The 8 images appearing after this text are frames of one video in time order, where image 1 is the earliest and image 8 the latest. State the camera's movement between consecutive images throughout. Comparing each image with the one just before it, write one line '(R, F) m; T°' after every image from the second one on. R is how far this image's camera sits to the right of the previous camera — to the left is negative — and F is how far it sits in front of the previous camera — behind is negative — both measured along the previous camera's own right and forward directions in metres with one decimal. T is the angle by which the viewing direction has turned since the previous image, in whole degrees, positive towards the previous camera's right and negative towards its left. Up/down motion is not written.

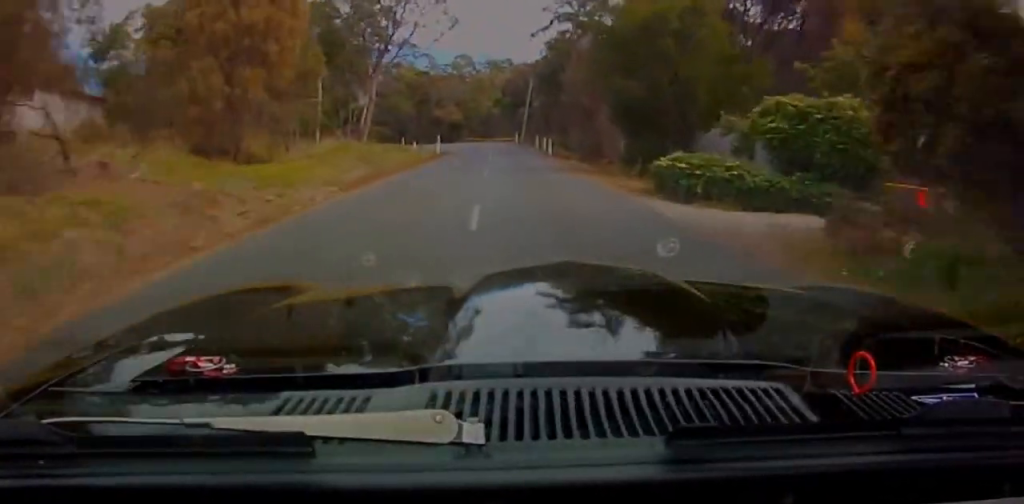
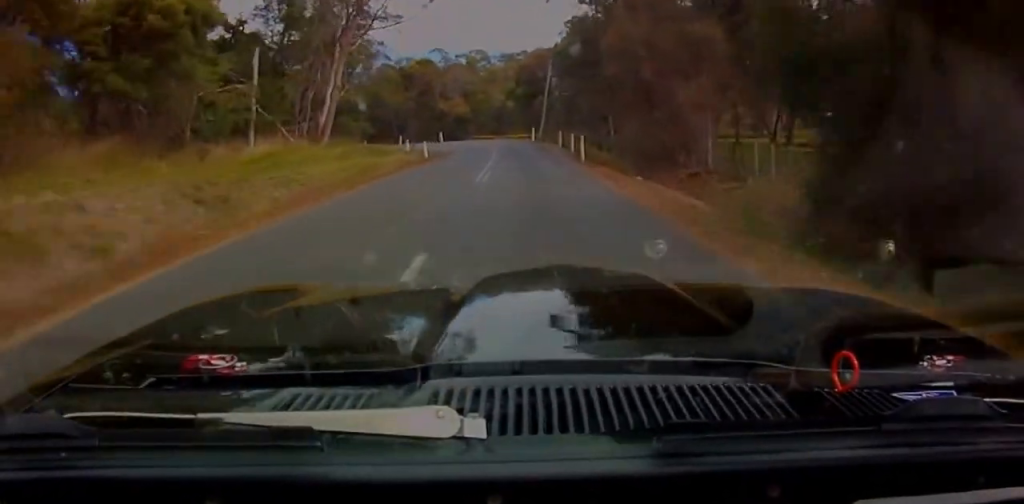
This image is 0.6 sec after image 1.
(+0.4, +16.4) m; 0°
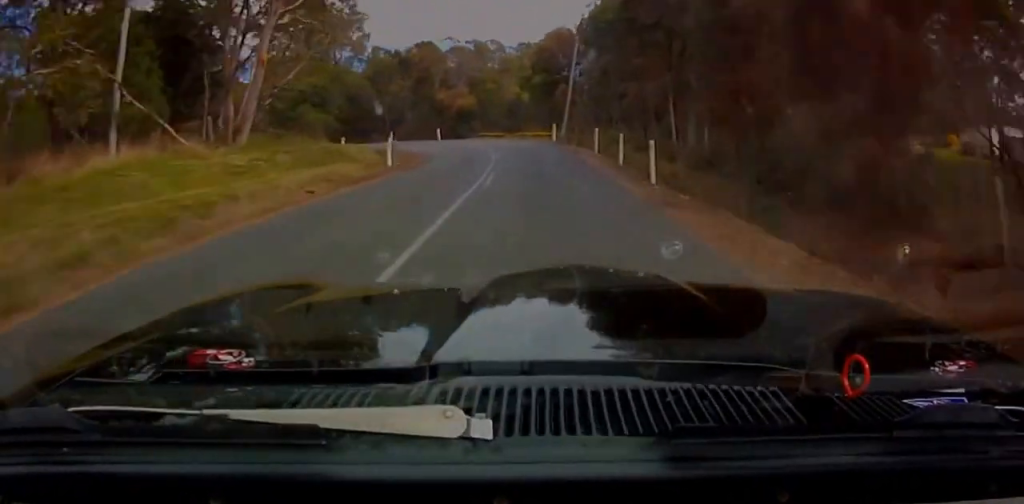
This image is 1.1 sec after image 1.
(-0.2, +13.3) m; -2°
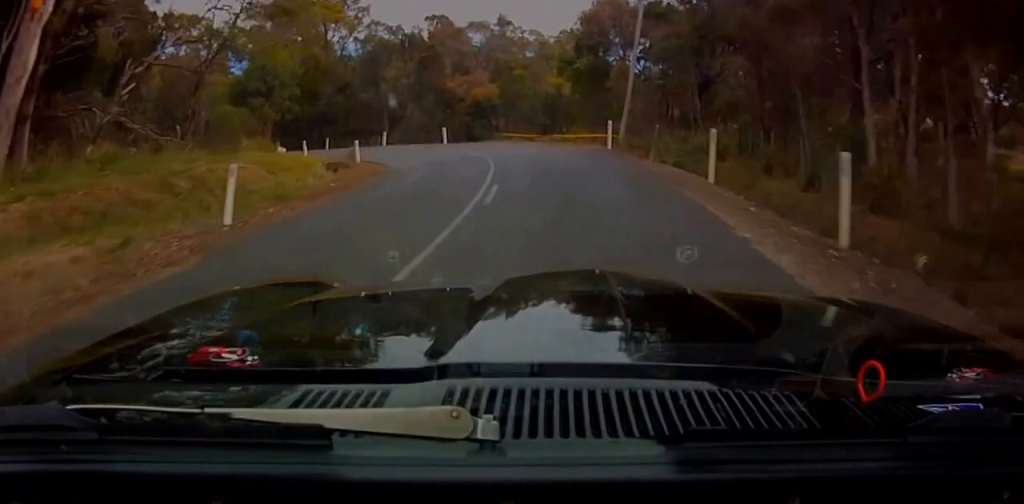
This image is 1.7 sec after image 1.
(-0.1, +15.2) m; -5°
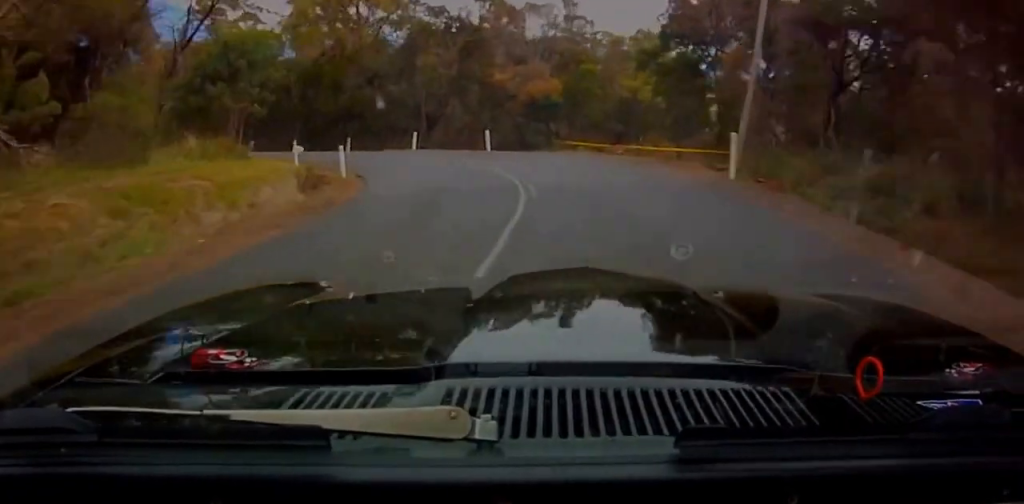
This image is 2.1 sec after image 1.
(-0.1, +10.3) m; -8°
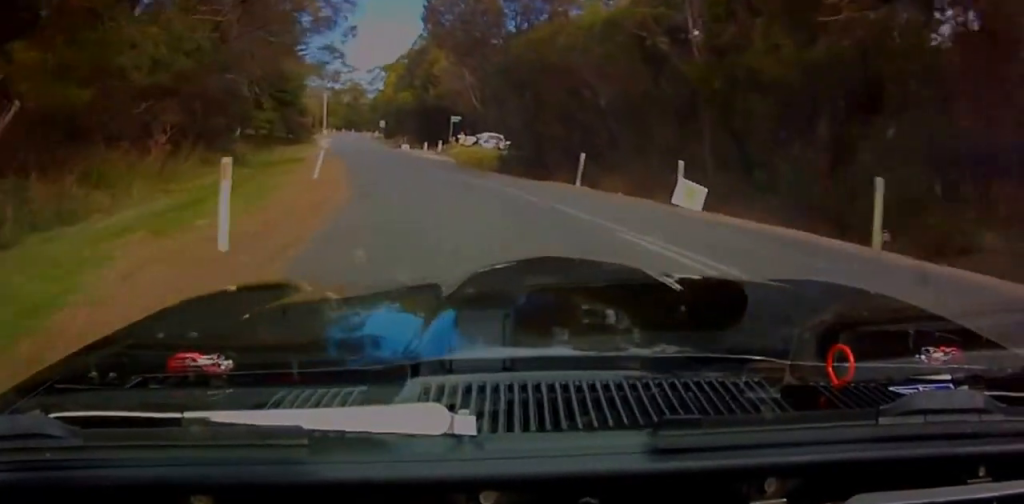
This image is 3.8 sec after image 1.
(-8.1, +30.6) m; -27°
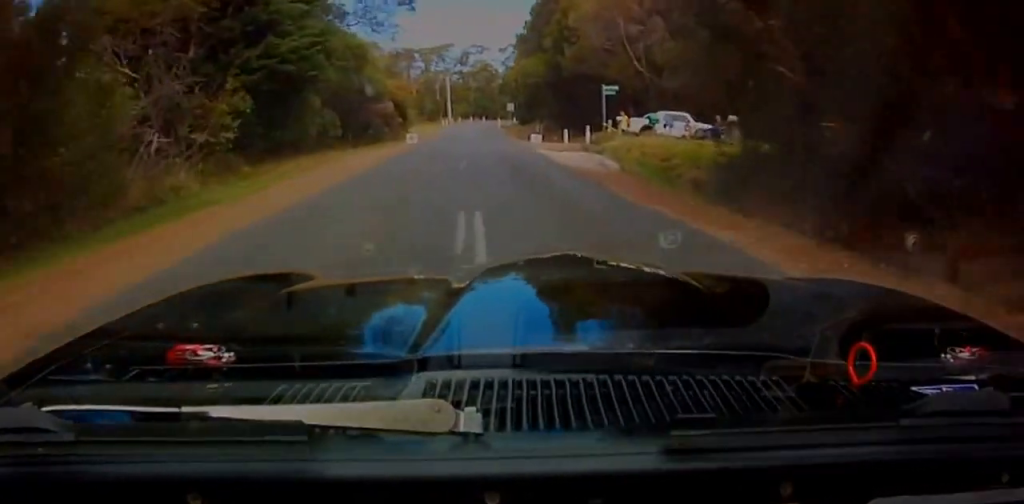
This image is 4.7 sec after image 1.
(-0.8, +17.6) m; -14°
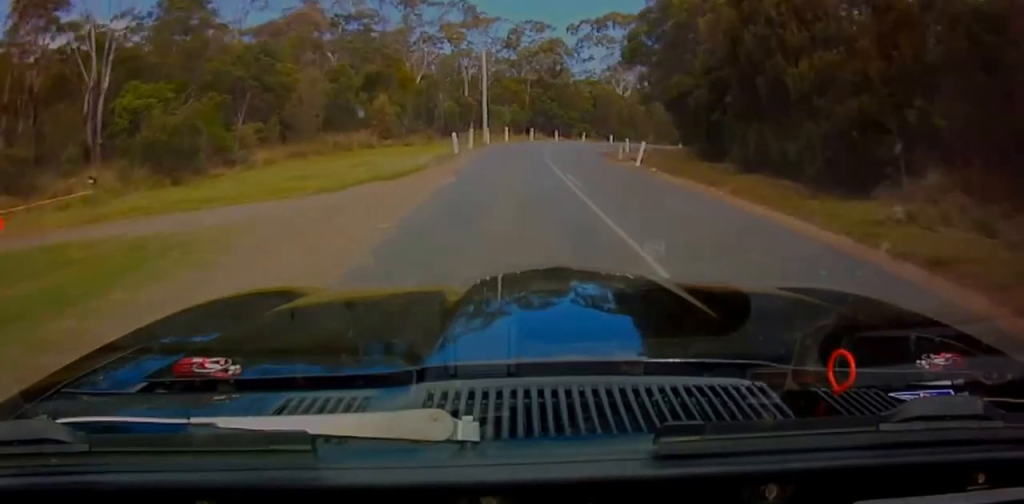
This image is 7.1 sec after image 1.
(-12.2, +63.8) m; -12°
